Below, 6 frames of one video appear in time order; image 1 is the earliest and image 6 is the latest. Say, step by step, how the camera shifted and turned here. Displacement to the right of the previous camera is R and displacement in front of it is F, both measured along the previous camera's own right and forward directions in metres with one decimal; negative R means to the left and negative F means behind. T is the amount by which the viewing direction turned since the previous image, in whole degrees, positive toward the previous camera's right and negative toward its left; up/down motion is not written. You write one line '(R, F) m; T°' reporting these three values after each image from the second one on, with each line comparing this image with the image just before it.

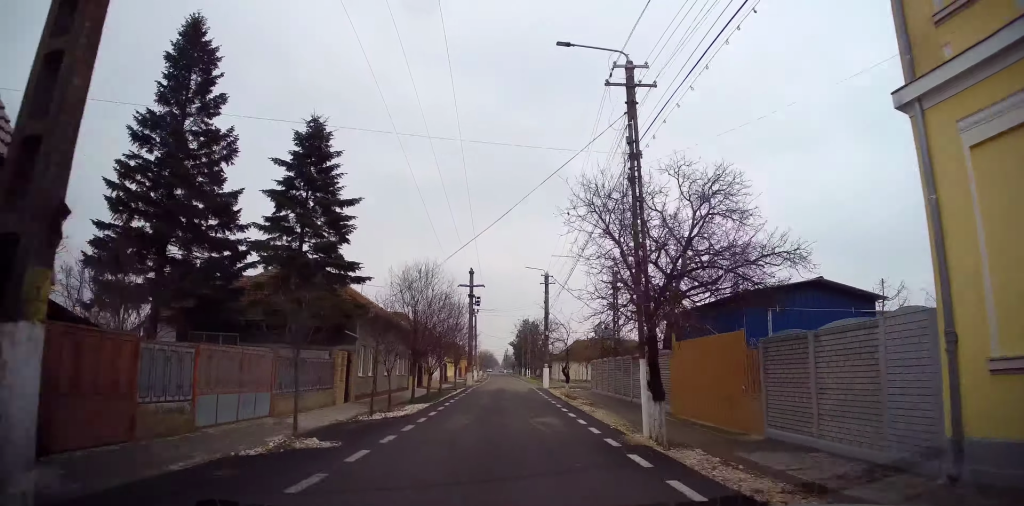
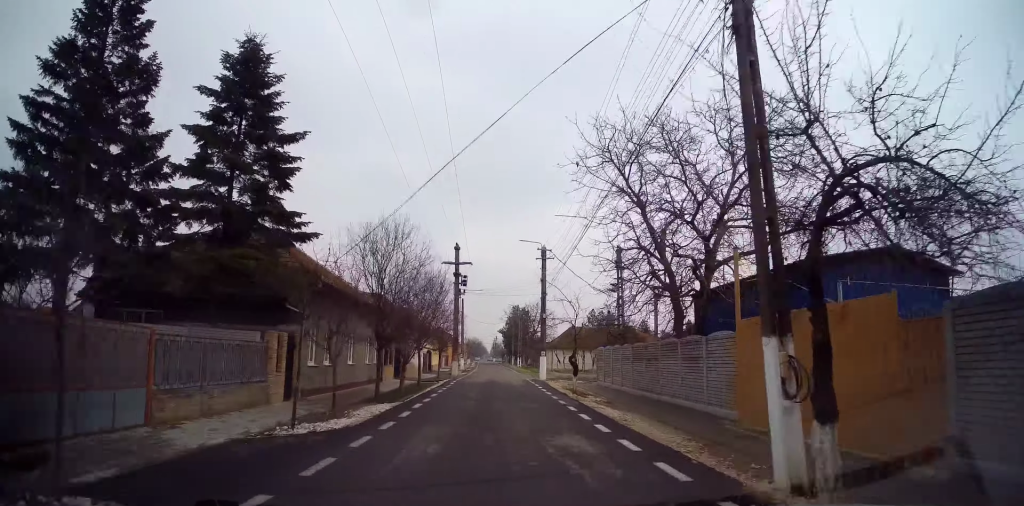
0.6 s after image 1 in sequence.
(+0.2, +4.6) m; +3°
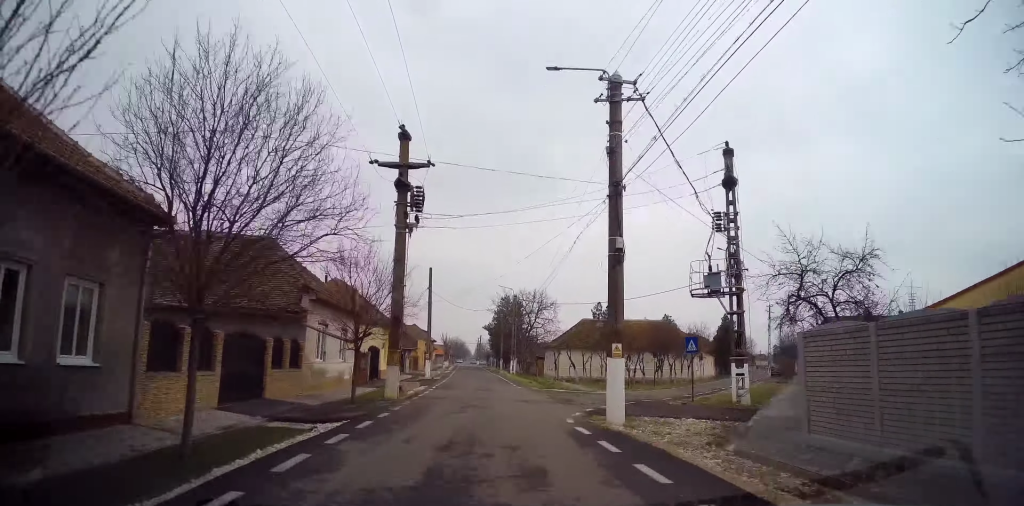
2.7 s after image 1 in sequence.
(+0.8, +20.4) m; +1°
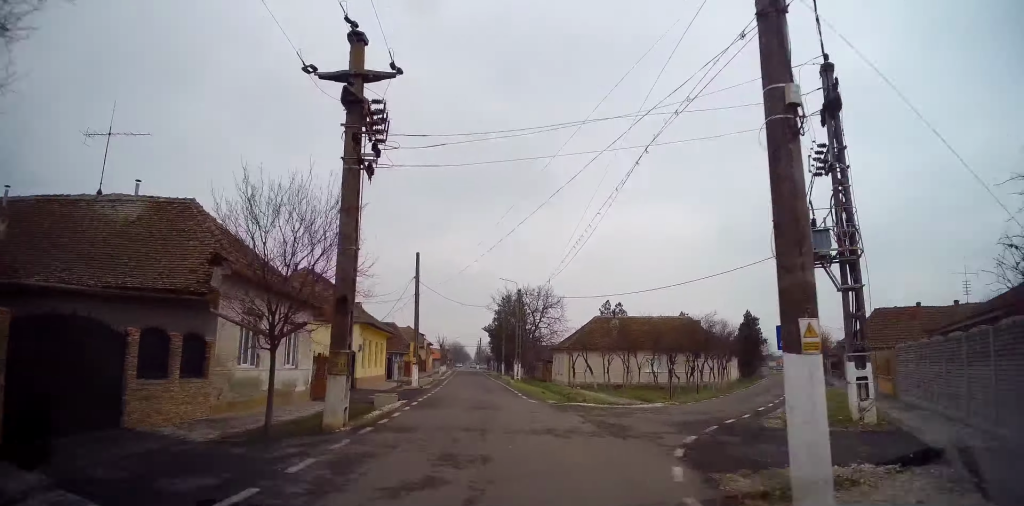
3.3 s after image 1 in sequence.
(0.0, +6.5) m; -1°
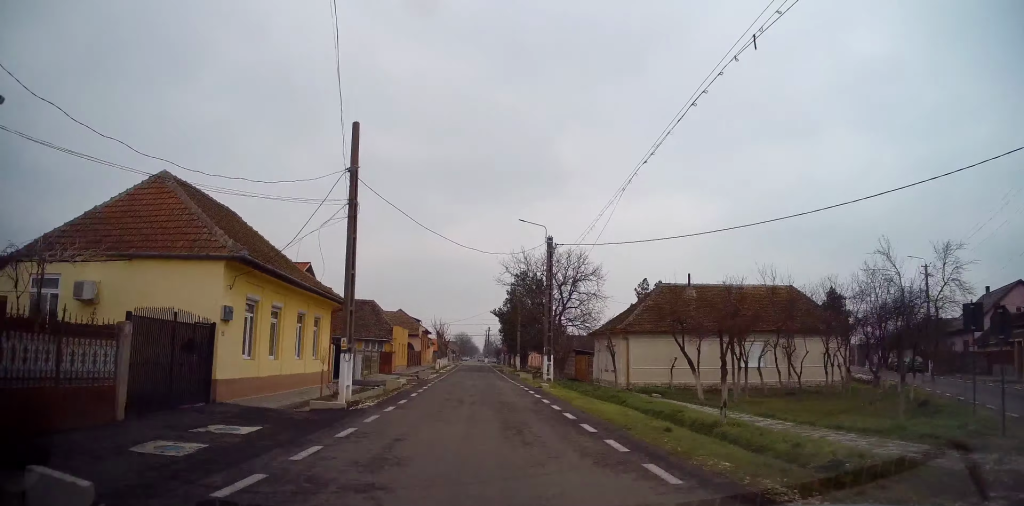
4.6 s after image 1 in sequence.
(-0.2, +16.5) m; +1°
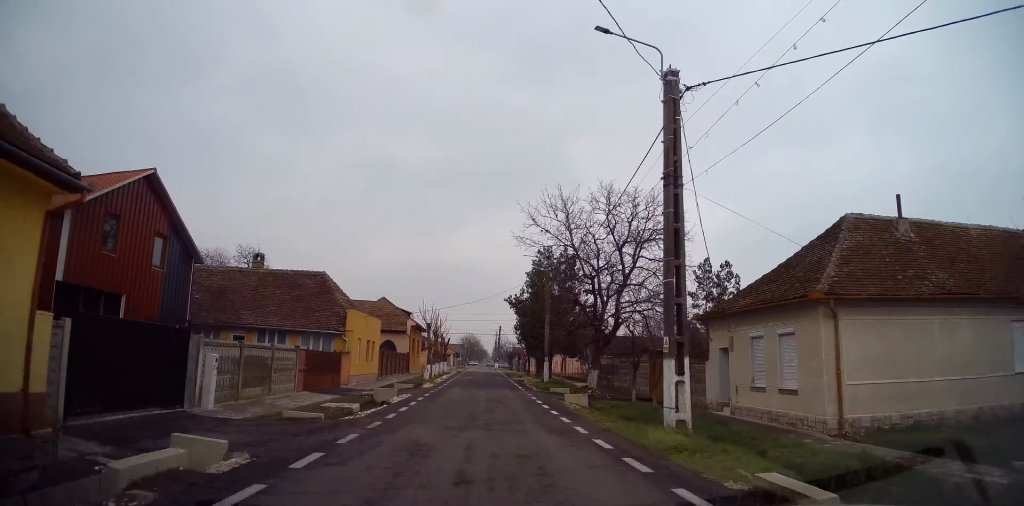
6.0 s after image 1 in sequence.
(+0.4, +18.4) m; -1°
